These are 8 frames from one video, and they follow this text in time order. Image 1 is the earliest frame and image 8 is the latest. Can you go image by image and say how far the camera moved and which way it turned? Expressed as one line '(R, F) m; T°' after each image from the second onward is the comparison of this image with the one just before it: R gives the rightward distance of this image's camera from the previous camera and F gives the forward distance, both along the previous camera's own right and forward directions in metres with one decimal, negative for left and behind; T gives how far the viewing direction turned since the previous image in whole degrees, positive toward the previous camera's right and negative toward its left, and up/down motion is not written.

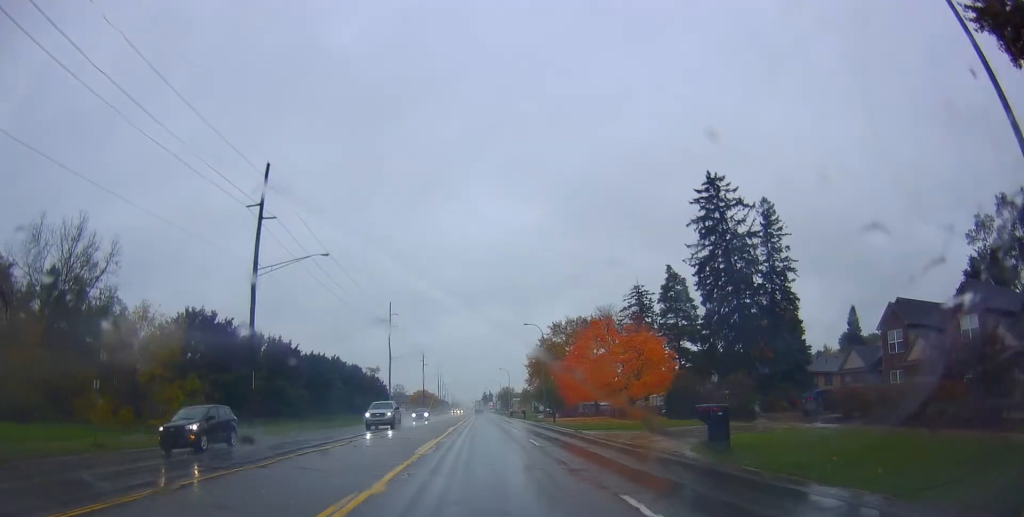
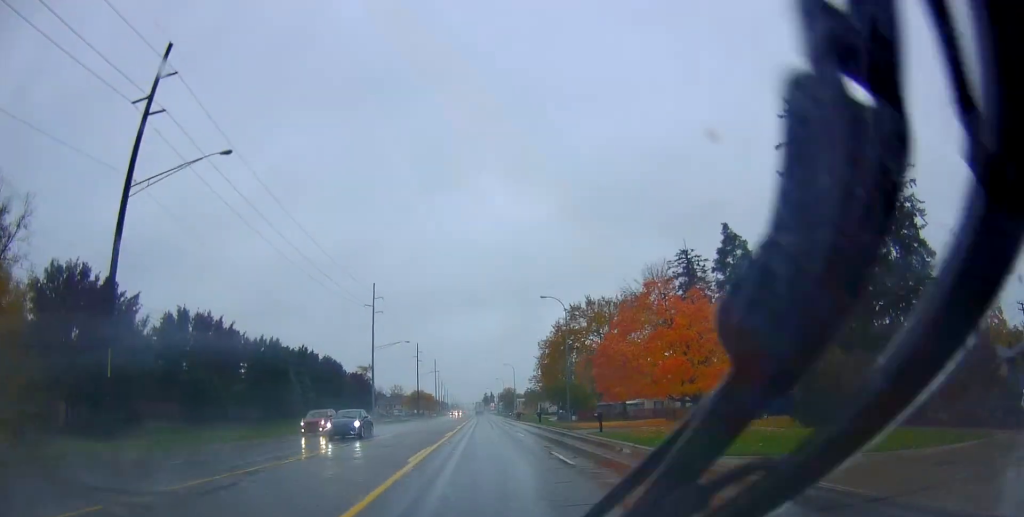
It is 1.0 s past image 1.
(+0.8, +20.3) m; +1°
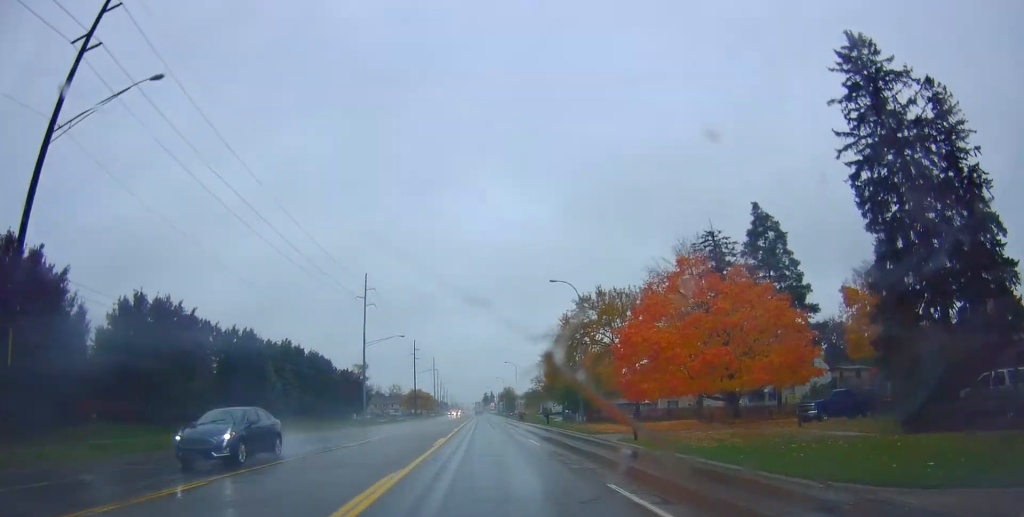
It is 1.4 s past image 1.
(-0.2, +7.8) m; 0°
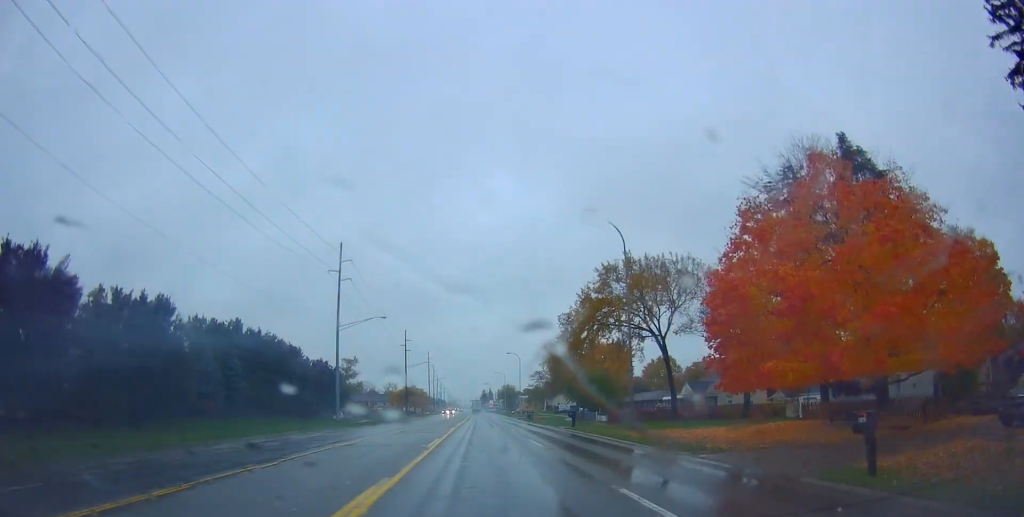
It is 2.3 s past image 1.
(-0.1, +16.9) m; 0°
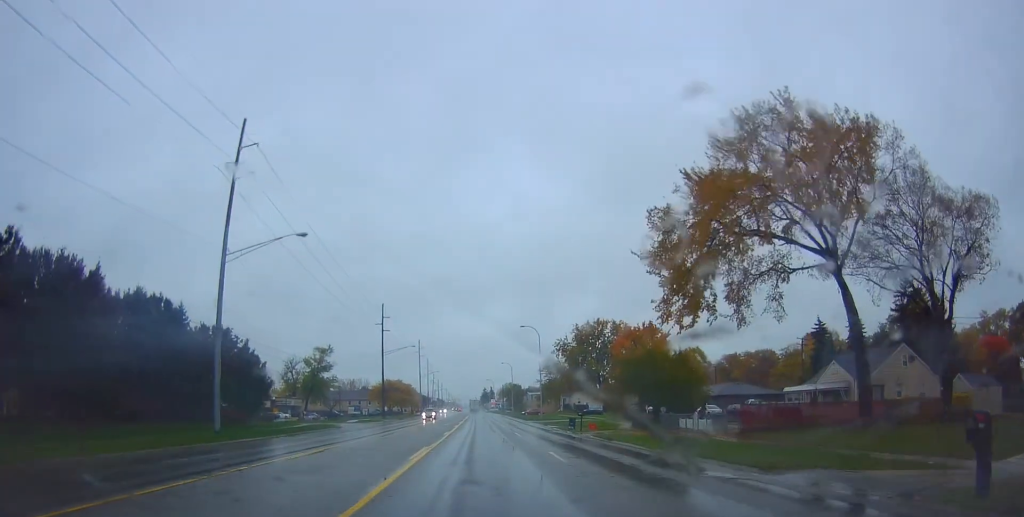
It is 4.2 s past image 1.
(+0.3, +36.3) m; -2°
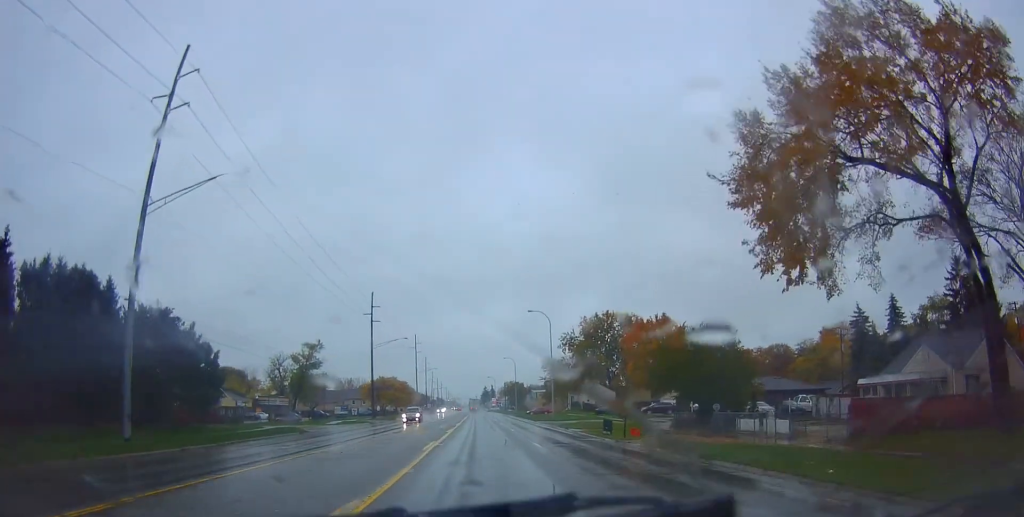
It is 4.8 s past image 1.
(-0.5, +11.6) m; 0°
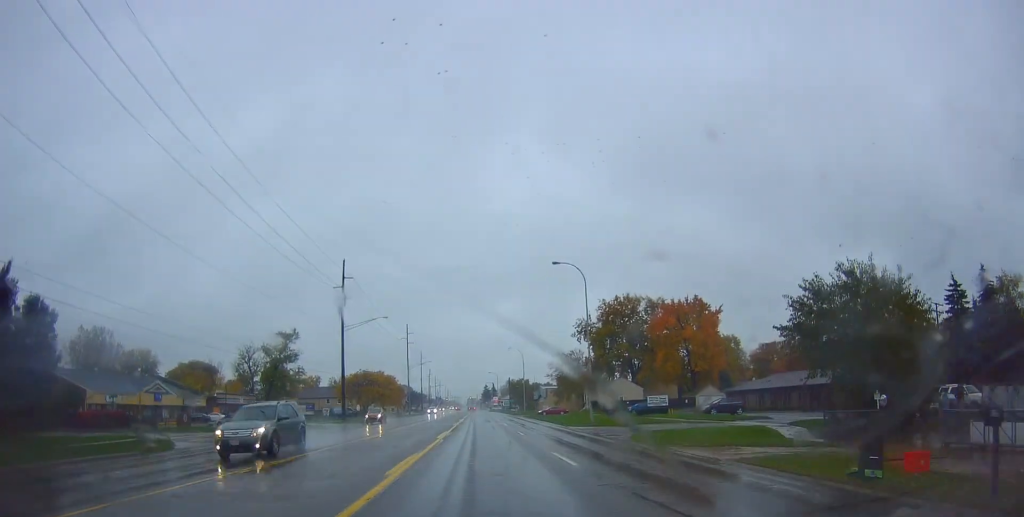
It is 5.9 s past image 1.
(+0.5, +21.9) m; 0°
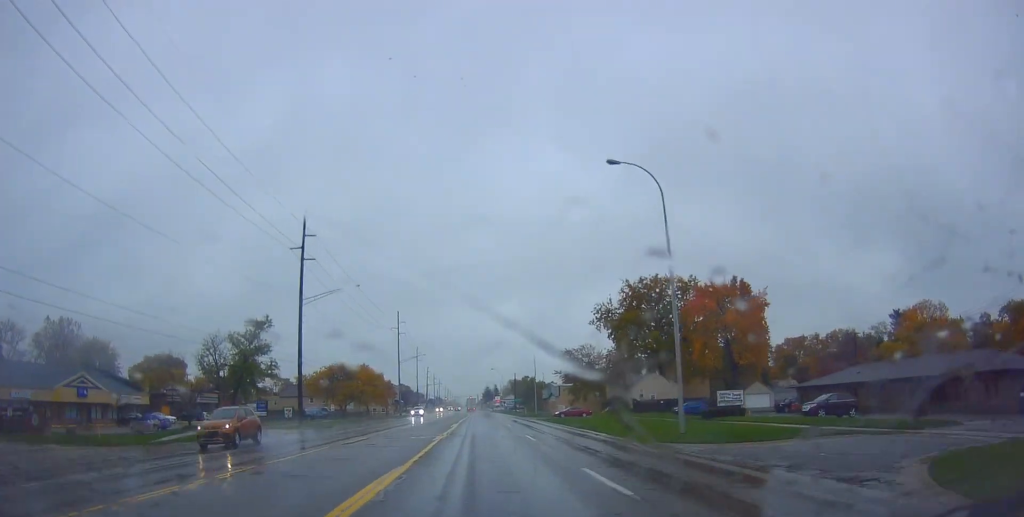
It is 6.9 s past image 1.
(-0.6, +19.4) m; 0°
